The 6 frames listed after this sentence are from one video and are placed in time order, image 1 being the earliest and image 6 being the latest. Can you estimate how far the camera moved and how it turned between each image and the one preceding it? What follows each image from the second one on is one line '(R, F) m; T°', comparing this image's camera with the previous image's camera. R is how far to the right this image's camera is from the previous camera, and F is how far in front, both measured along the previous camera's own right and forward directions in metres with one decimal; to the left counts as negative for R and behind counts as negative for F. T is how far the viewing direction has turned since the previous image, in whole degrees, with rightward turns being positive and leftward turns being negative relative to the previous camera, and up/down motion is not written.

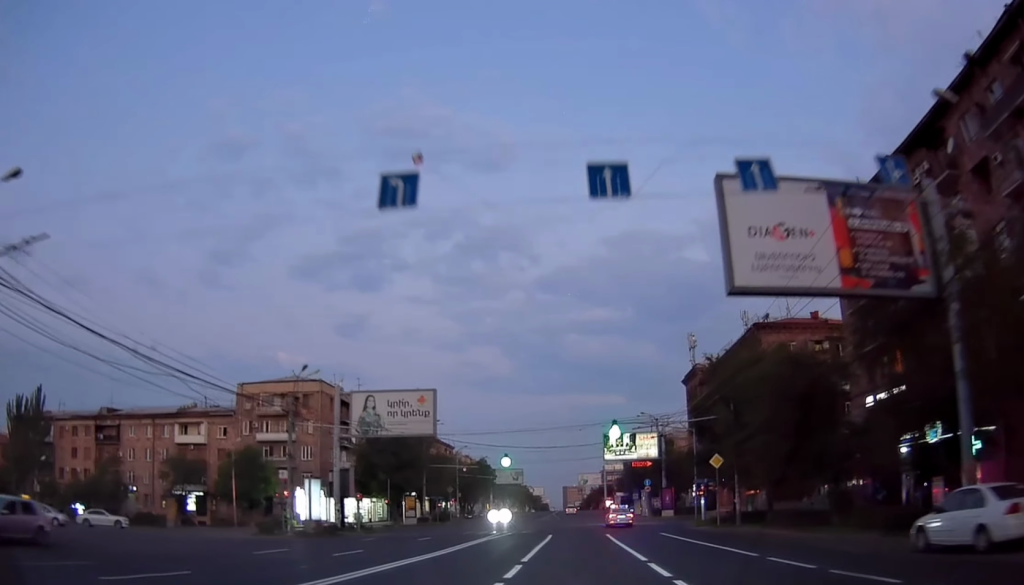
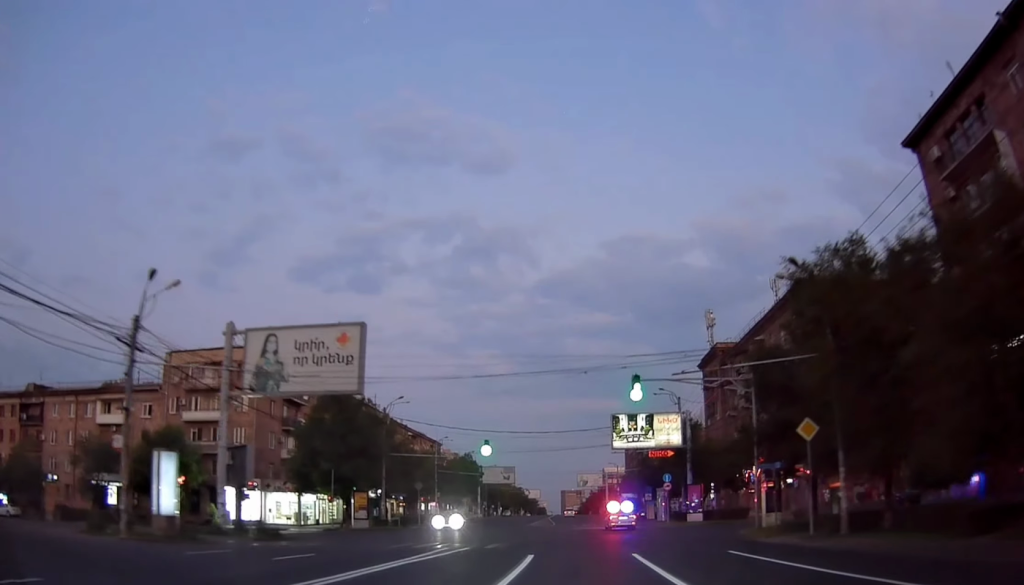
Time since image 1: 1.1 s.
(0.0, +16.6) m; 0°
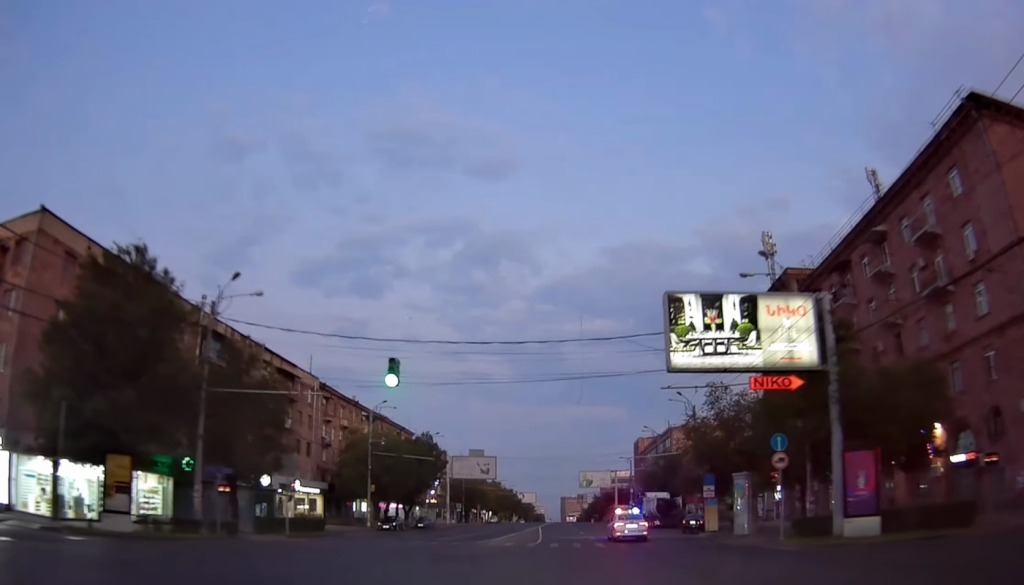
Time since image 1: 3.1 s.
(+0.2, +32.0) m; +2°
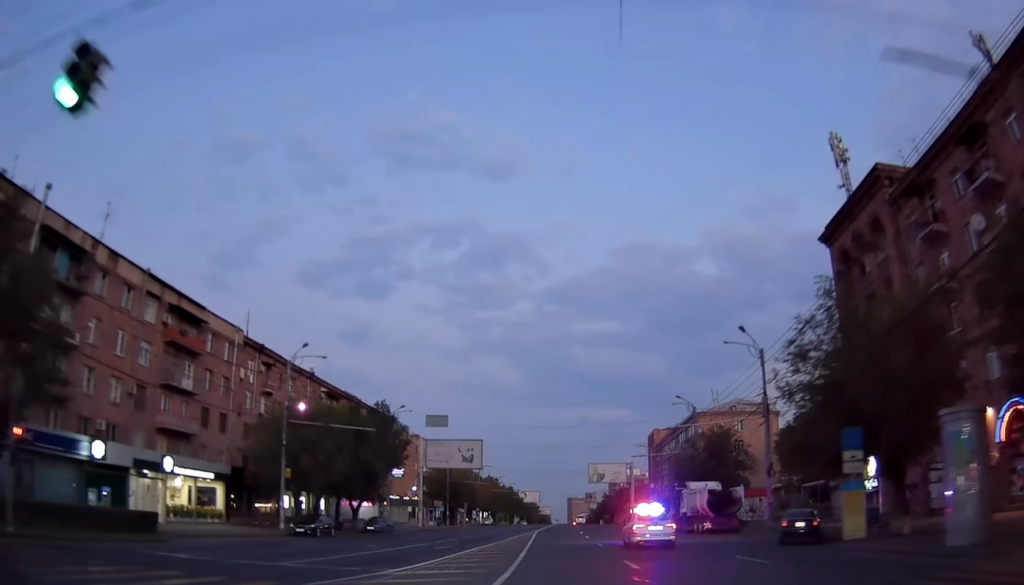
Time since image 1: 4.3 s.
(-0.2, +21.6) m; -3°
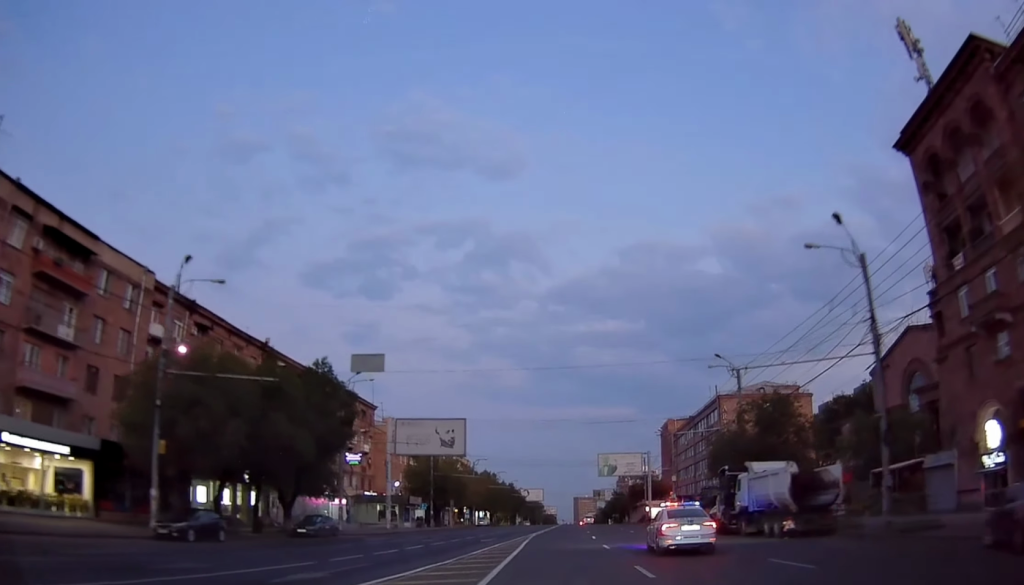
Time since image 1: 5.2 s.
(-0.4, +15.7) m; 0°
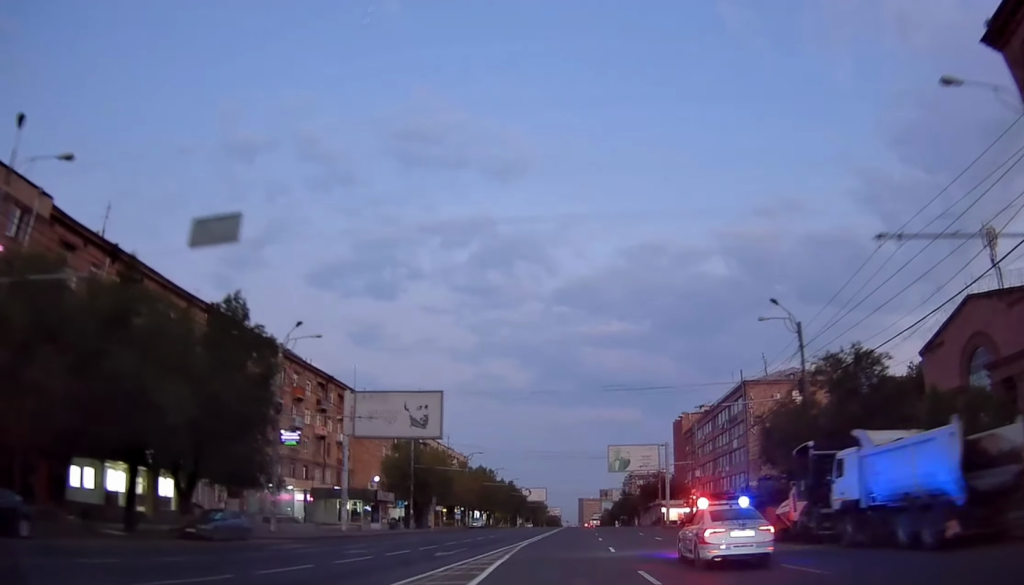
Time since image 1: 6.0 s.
(+0.3, +13.2) m; +1°
